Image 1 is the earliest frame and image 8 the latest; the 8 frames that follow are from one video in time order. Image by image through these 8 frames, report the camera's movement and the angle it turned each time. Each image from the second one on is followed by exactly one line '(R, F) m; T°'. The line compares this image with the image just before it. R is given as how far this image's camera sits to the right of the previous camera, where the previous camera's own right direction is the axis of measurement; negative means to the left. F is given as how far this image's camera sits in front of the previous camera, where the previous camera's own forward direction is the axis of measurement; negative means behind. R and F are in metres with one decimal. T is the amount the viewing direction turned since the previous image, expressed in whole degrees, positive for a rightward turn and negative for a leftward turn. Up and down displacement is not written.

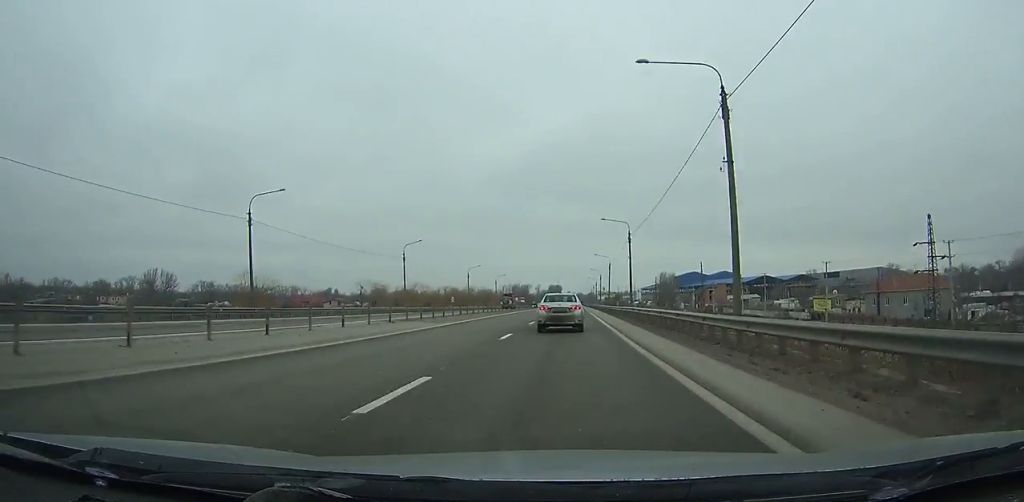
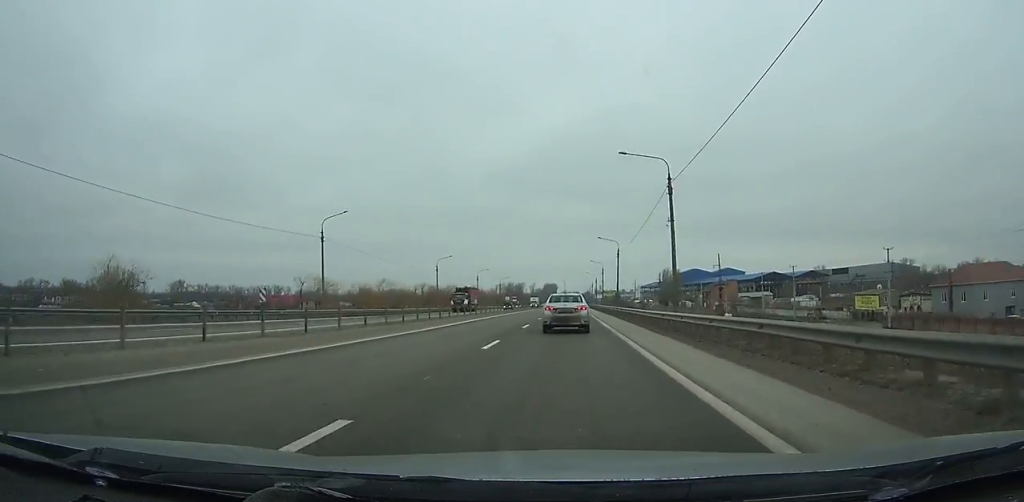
(0.0, +27.0) m; 0°
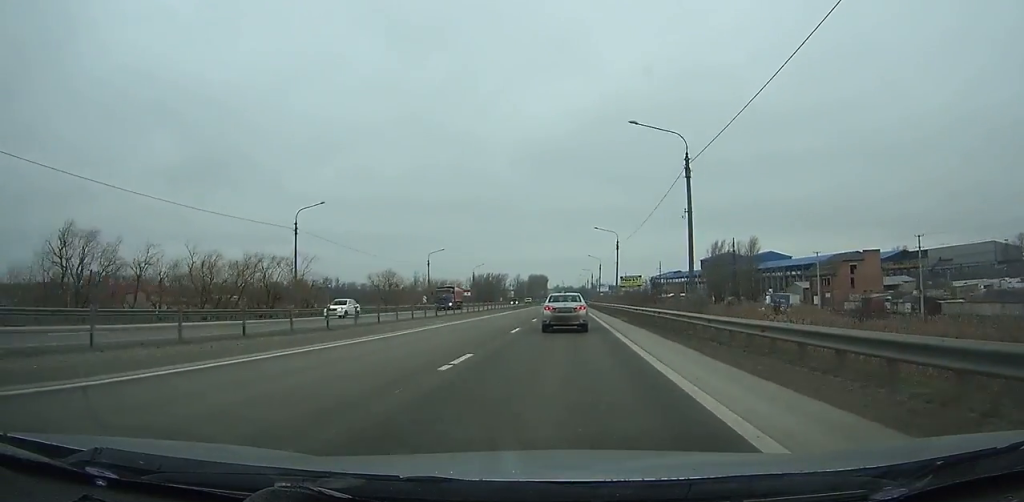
(+0.7, +135.9) m; 0°
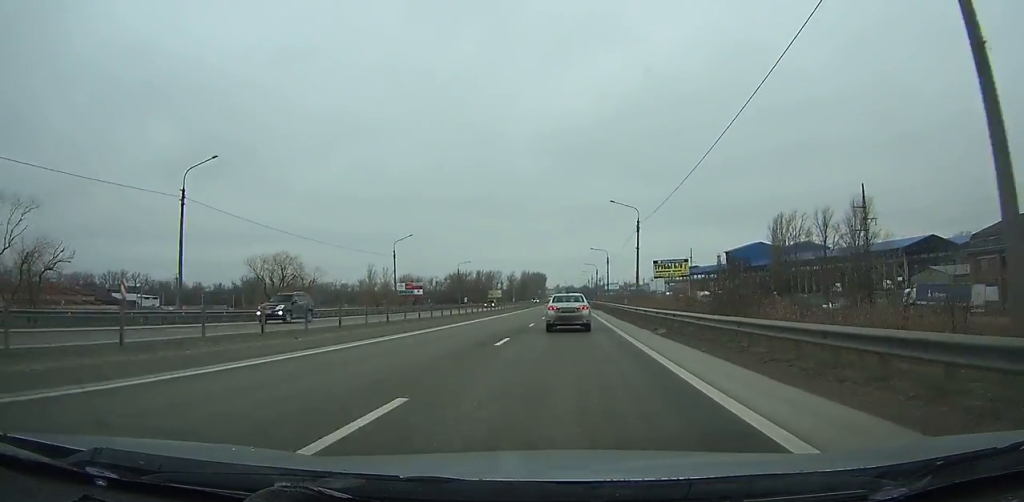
(-0.2, +65.5) m; 0°
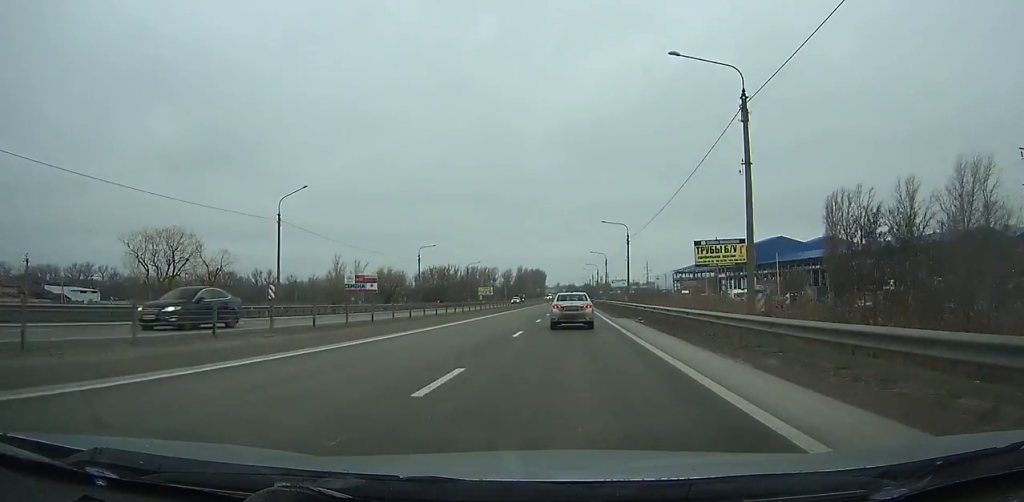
(+0.2, +32.8) m; 0°
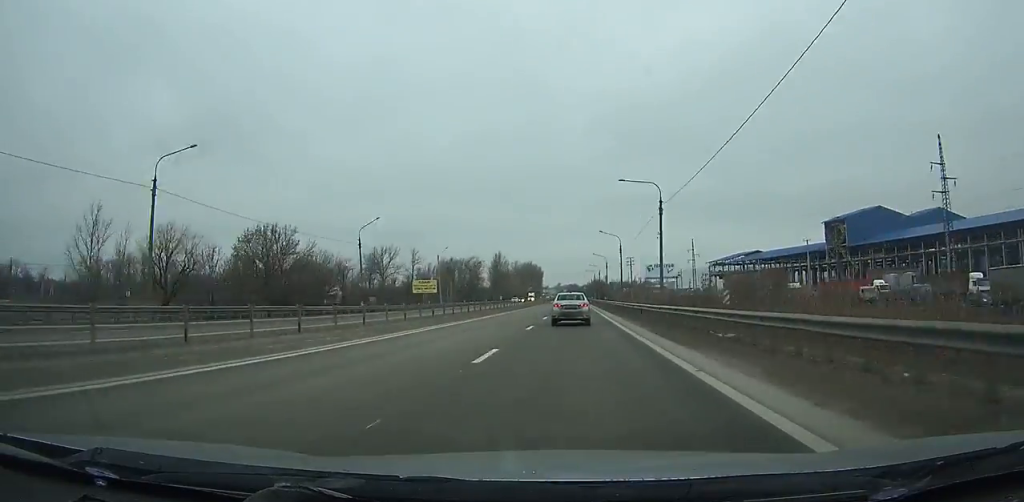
(+0.3, +102.8) m; 0°
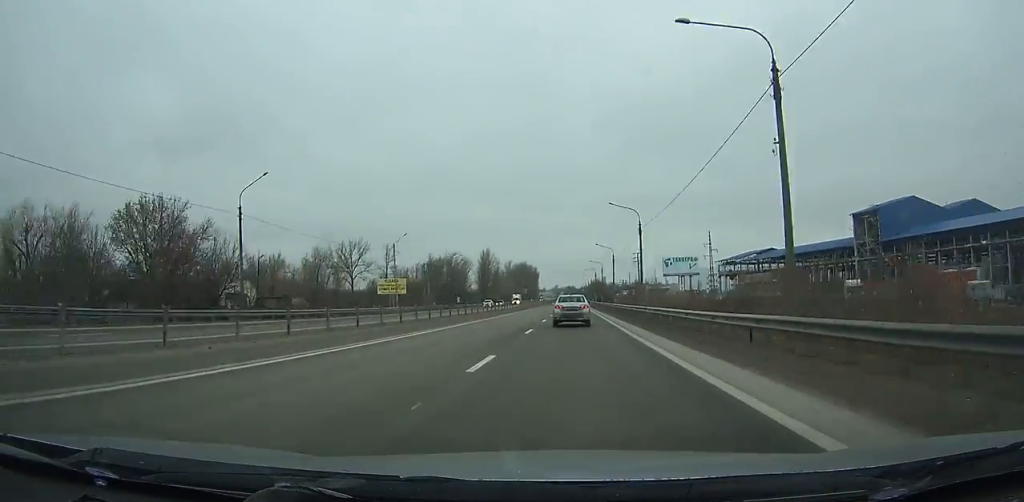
(0.0, +24.8) m; 0°
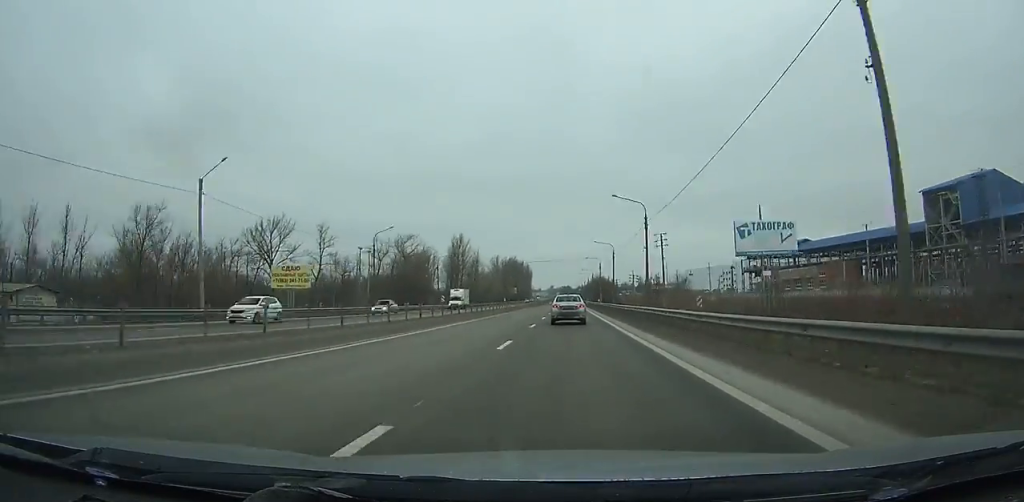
(0.0, +43.5) m; 0°
